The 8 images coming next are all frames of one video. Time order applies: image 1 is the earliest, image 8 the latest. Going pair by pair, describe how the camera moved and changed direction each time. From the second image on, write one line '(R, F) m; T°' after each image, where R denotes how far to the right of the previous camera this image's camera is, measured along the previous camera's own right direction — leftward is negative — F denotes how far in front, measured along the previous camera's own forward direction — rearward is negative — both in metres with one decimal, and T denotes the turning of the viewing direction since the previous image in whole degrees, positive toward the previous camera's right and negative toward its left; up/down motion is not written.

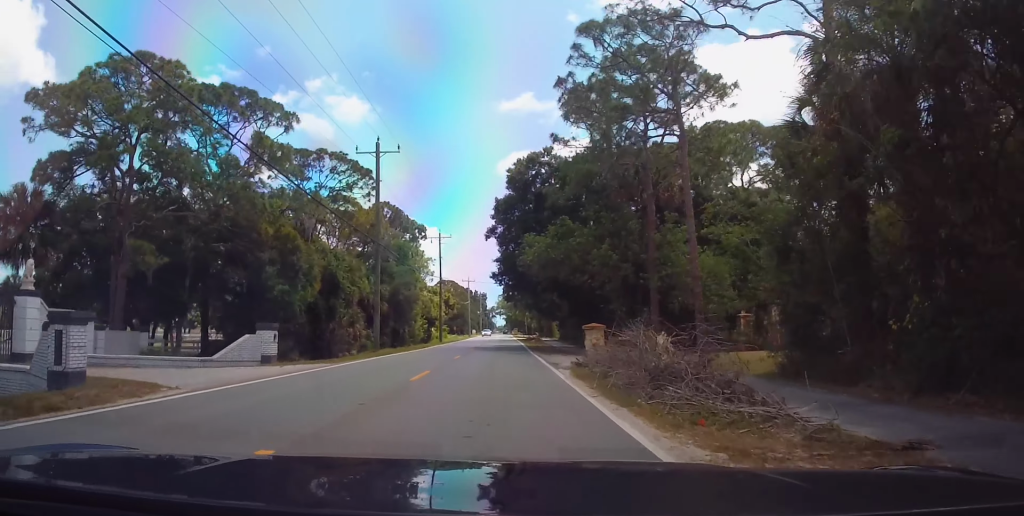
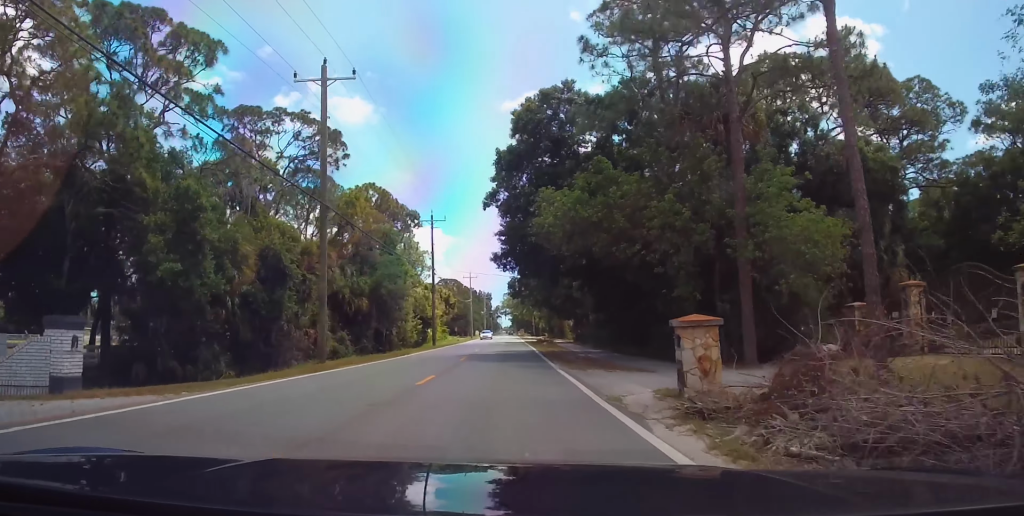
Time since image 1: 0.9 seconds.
(0.0, +12.1) m; 0°
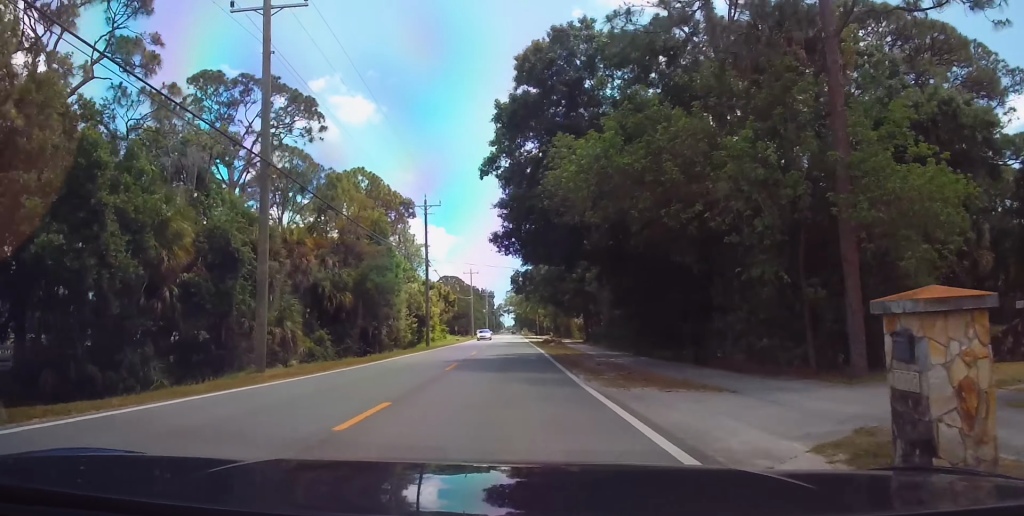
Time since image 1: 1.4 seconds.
(0.0, +6.7) m; 0°
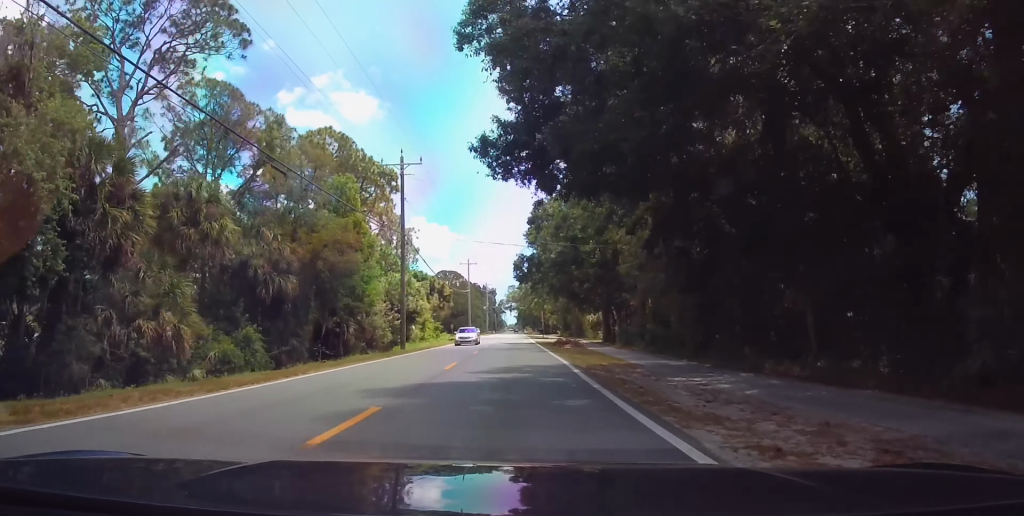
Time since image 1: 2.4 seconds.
(0.0, +13.3) m; 0°
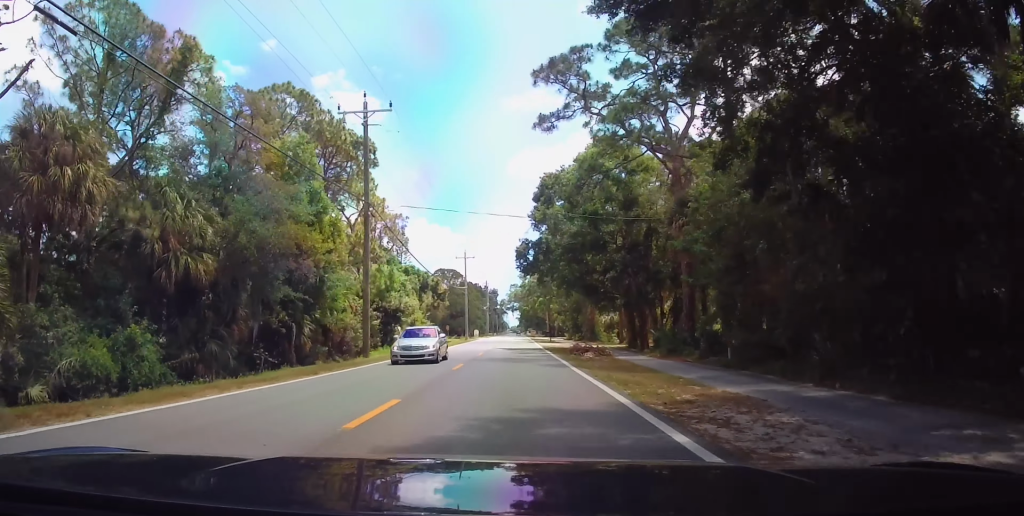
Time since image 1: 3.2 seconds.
(0.0, +10.8) m; 0°
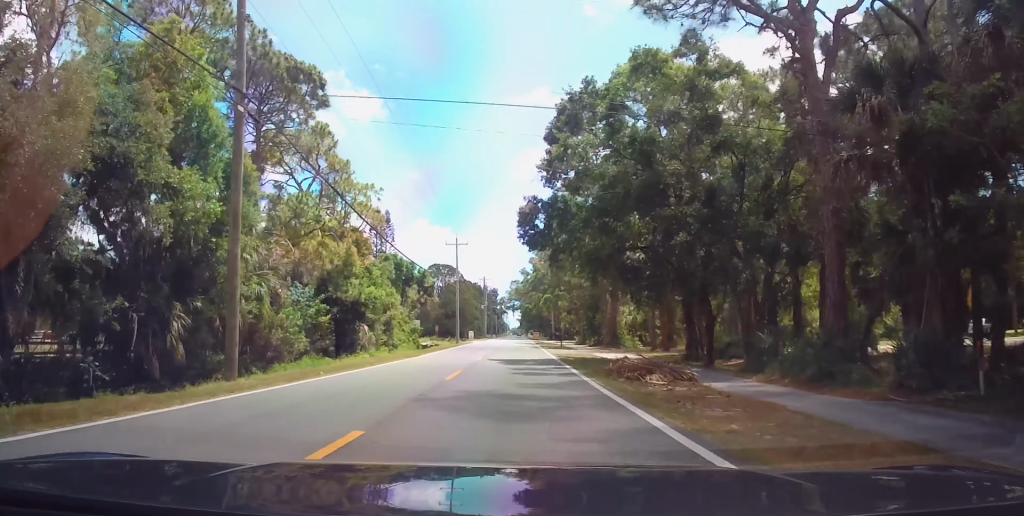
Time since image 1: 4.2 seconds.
(0.0, +15.0) m; -1°
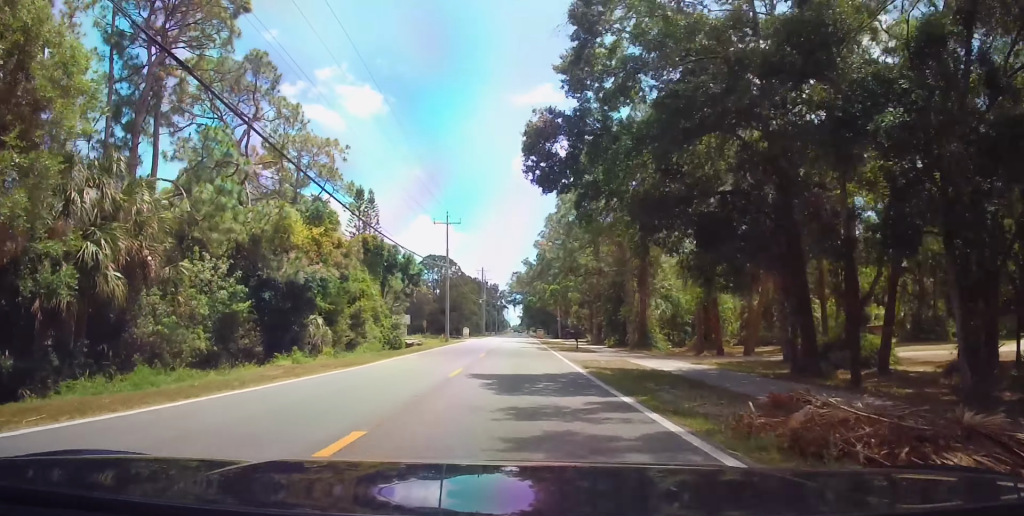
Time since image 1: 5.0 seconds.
(-0.1, +12.4) m; -1°
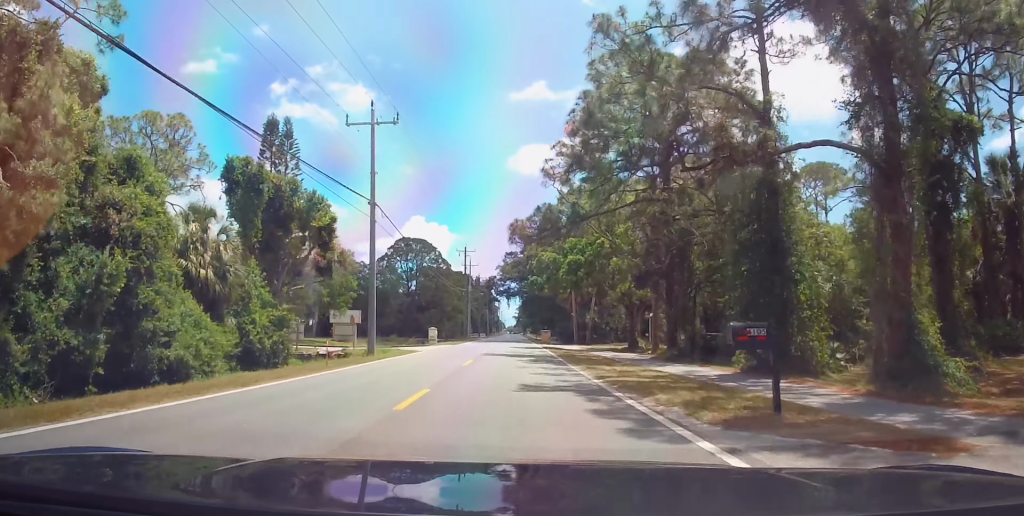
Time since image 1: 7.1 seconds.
(+0.4, +31.3) m; +2°
